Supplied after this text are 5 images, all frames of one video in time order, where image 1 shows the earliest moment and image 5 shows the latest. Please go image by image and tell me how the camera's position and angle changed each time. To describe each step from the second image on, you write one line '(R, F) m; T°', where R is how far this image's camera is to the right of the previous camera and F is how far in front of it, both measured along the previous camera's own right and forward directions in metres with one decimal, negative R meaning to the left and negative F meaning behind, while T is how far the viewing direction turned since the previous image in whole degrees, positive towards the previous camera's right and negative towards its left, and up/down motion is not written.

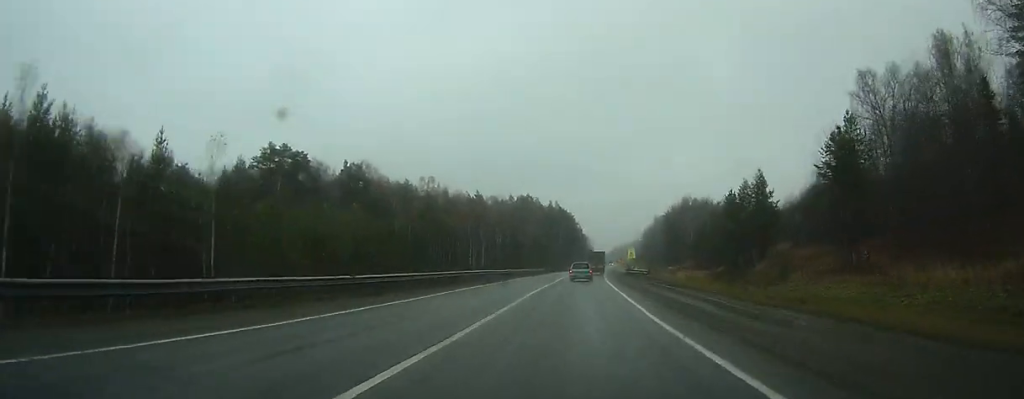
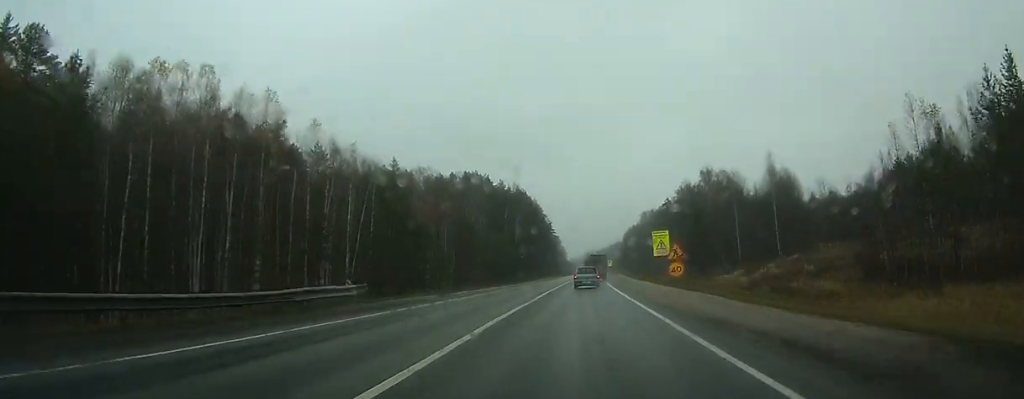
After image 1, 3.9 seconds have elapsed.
(+4.5, +82.2) m; +4°
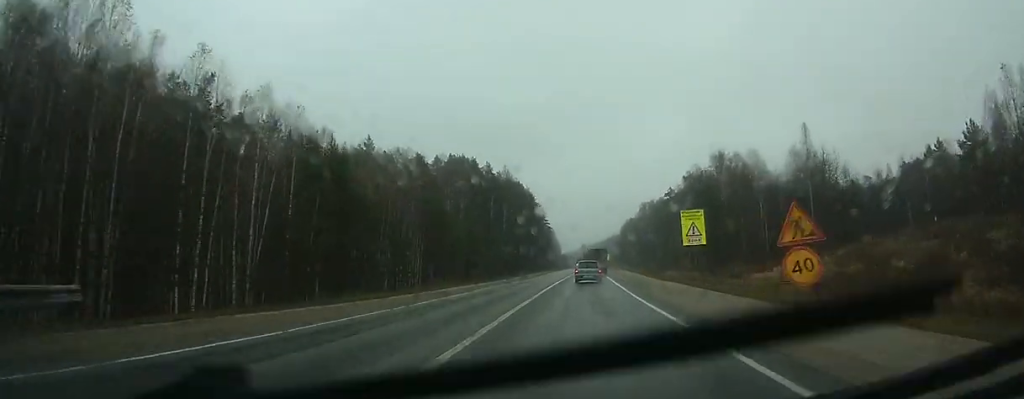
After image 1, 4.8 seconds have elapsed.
(0.0, +17.5) m; 0°
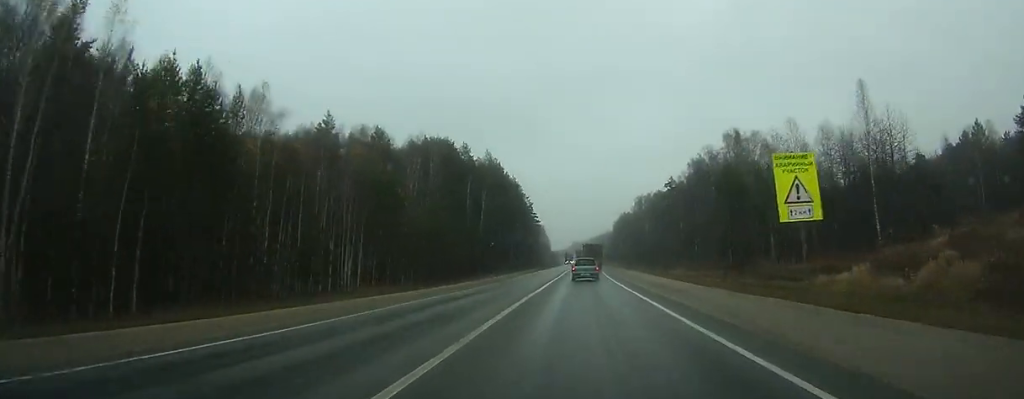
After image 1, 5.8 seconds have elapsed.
(+0.1, +21.6) m; 0°
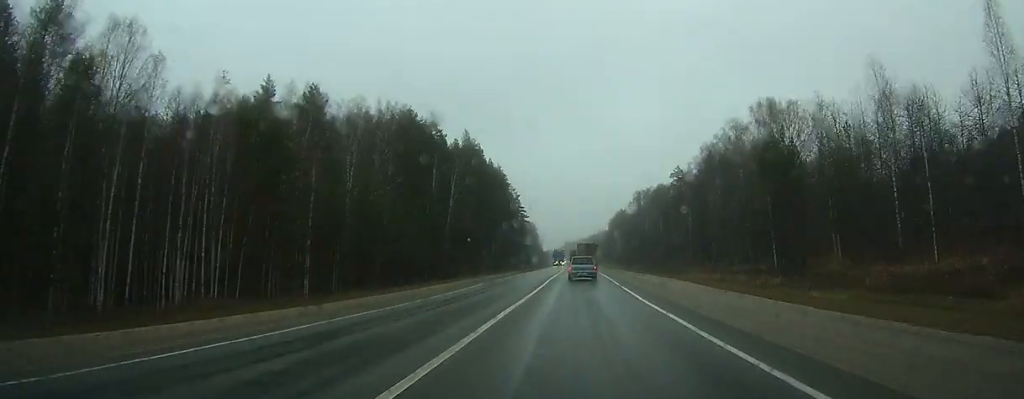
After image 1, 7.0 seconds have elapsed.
(+0.1, +26.1) m; 0°
